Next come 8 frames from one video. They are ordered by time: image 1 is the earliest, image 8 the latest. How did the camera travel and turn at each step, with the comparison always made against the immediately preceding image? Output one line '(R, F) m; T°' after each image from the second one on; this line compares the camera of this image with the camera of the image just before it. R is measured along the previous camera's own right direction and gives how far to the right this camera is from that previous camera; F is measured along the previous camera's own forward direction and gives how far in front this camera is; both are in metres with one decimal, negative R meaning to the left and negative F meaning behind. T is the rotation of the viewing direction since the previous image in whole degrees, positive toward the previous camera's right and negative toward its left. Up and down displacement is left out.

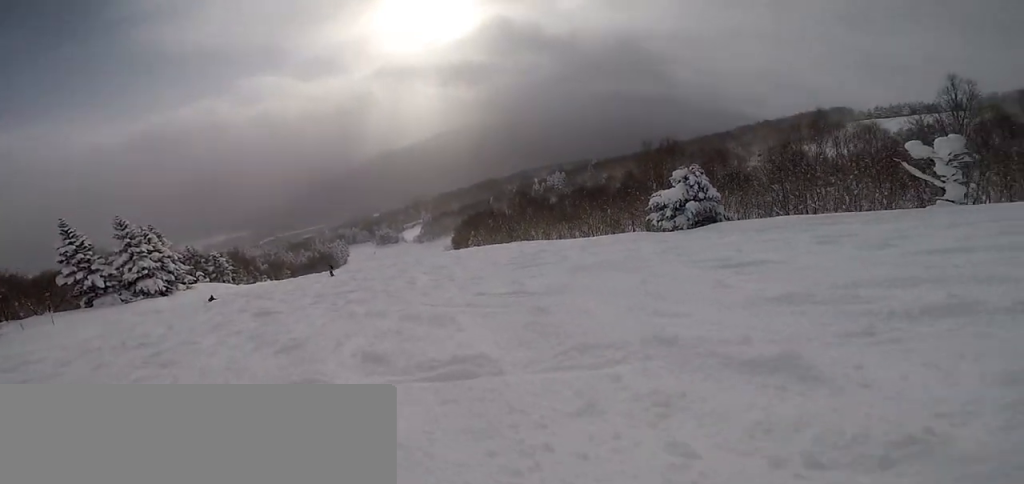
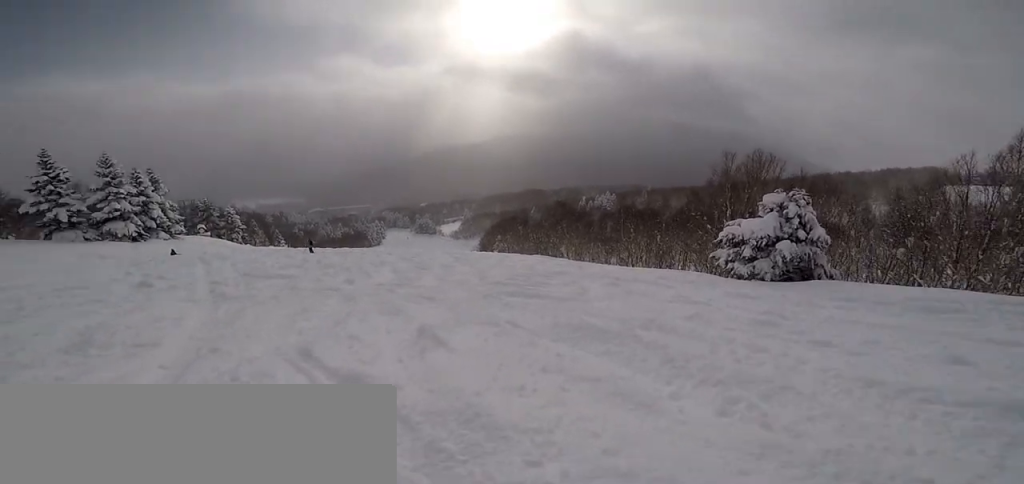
(+0.6, +8.1) m; -22°
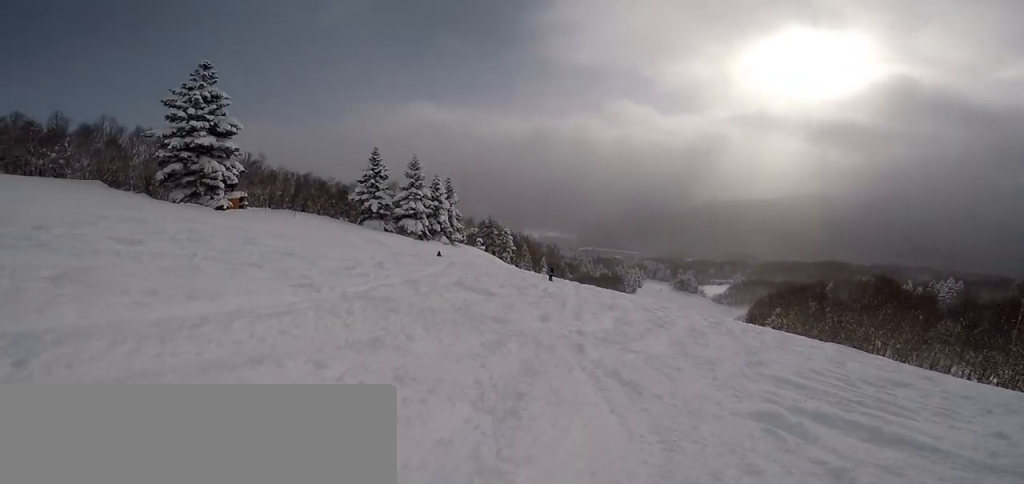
(-1.4, +5.7) m; -29°
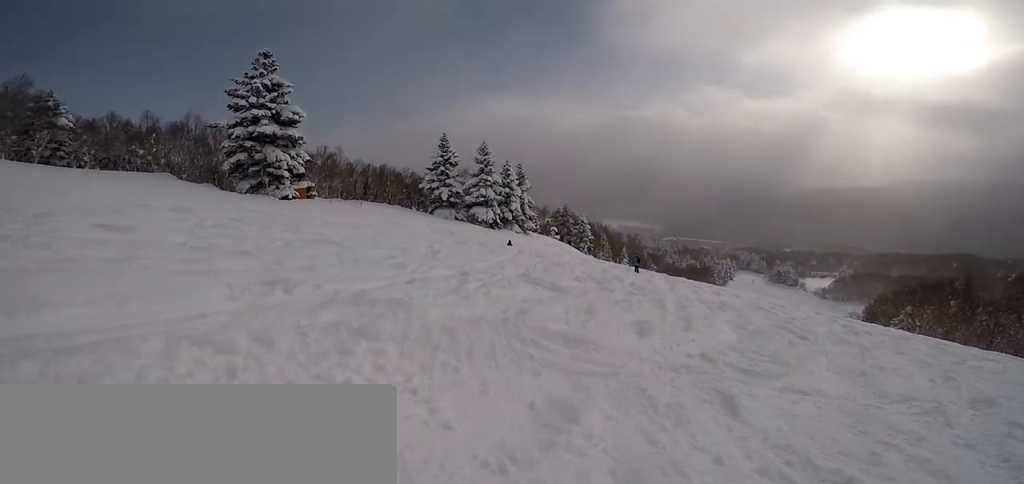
(-0.8, +3.1) m; -9°
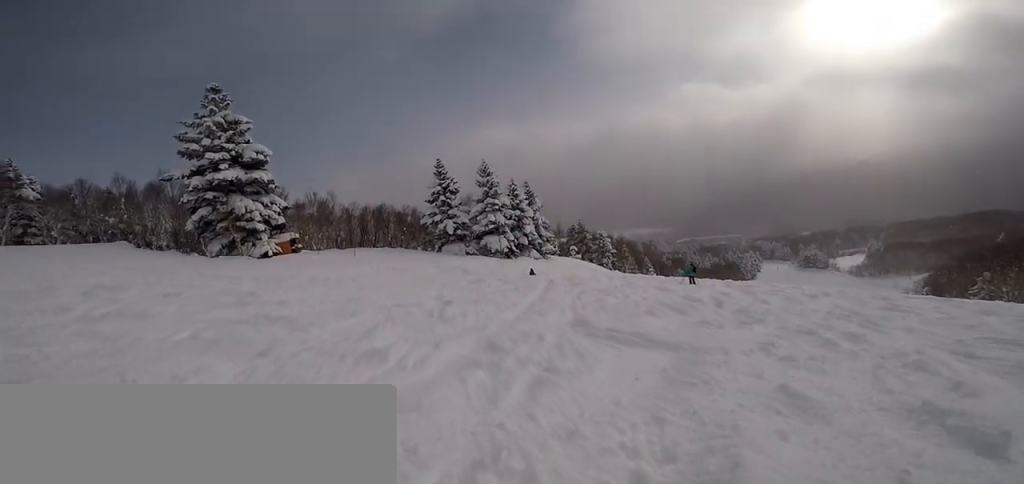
(-0.3, +4.6) m; +5°
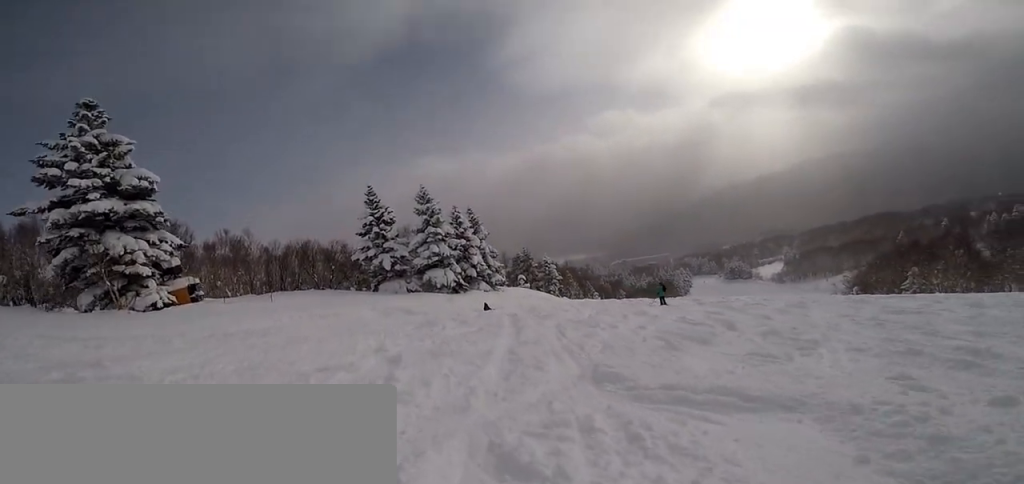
(+0.2, +3.3) m; +17°
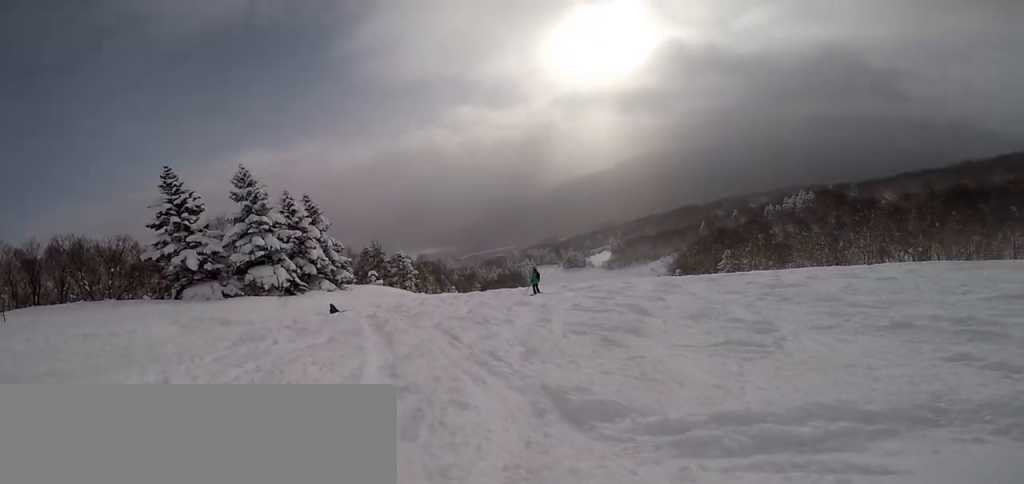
(+0.2, +3.0) m; +25°
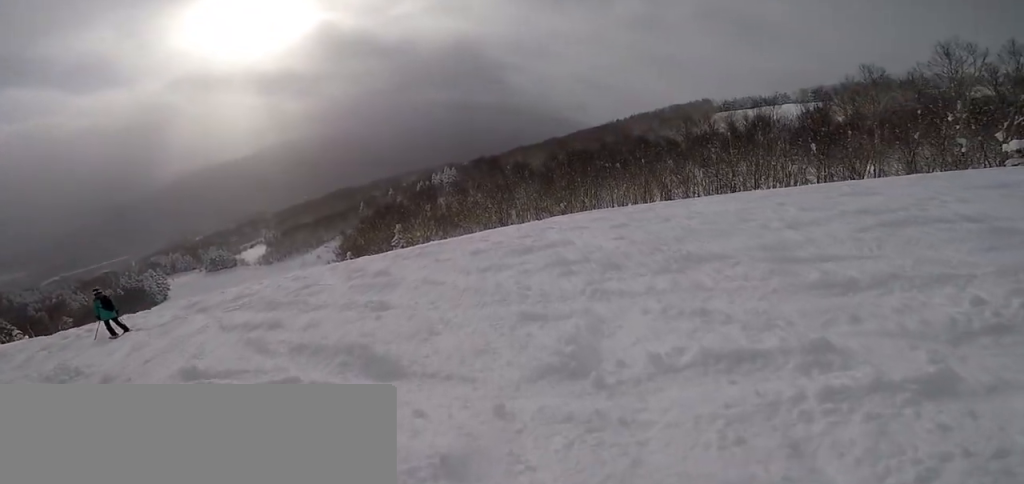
(+3.4, +5.7) m; +26°
